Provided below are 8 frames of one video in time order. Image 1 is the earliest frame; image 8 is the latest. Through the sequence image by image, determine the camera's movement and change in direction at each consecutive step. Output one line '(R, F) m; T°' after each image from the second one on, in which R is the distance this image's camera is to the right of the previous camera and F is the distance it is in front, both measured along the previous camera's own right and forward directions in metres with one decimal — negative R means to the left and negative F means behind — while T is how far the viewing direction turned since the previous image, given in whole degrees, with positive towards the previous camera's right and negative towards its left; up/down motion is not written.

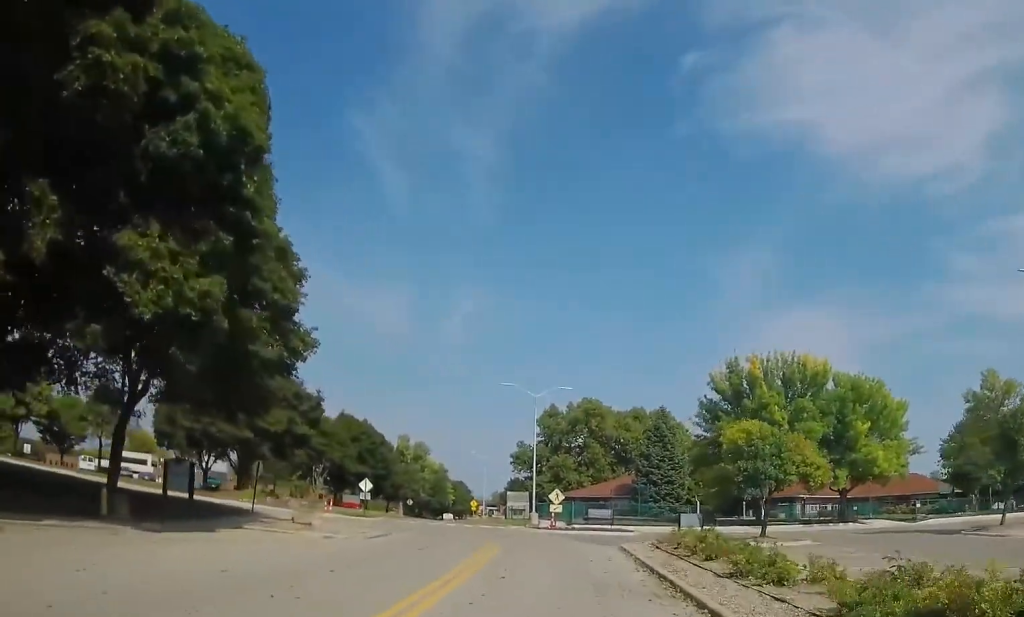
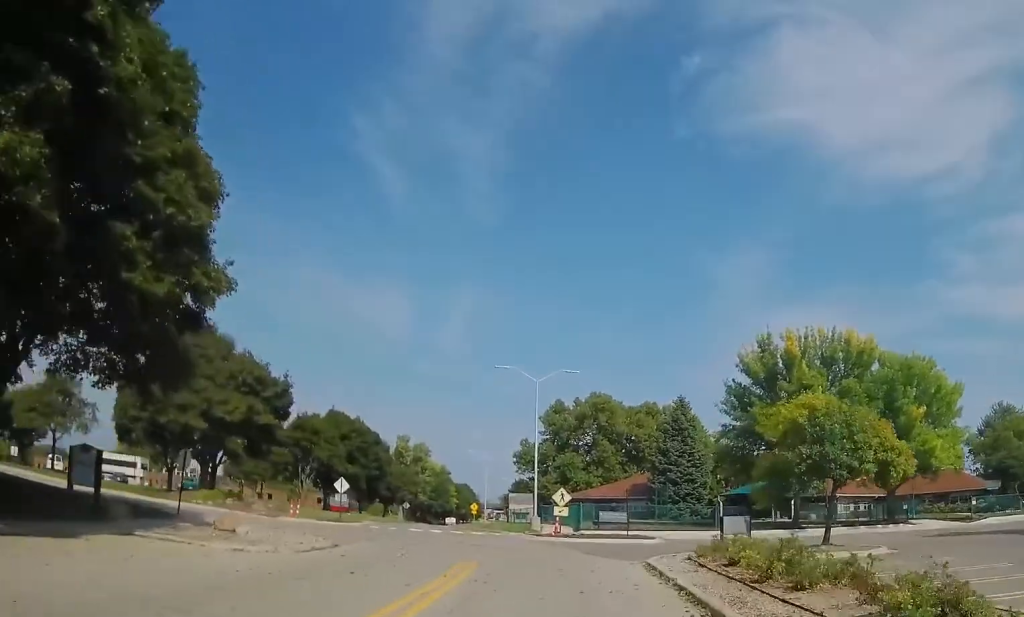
(+0.2, +7.4) m; -1°
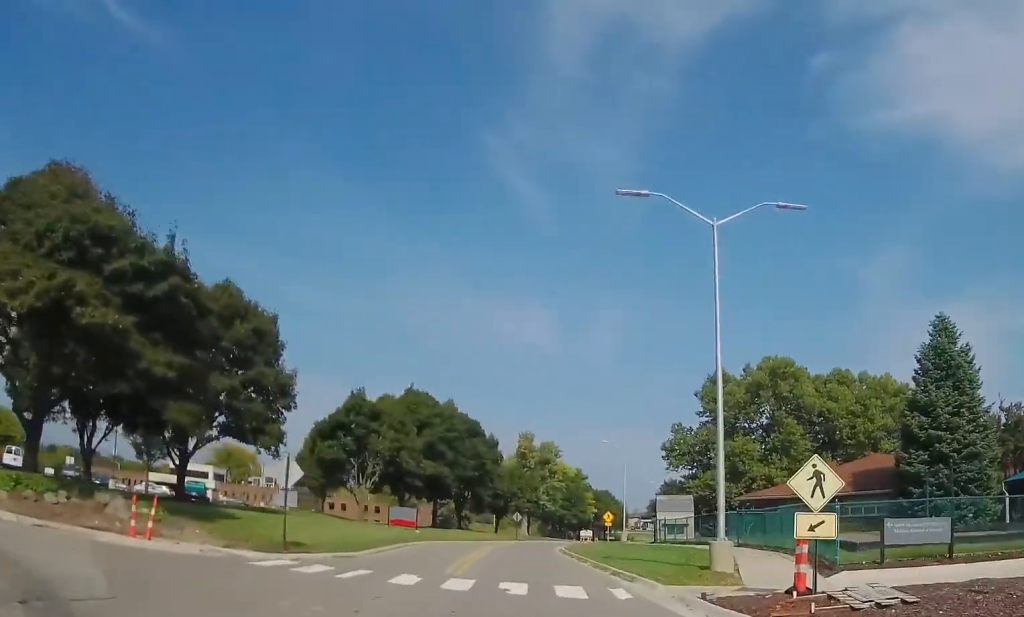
(-1.8, +26.4) m; -11°
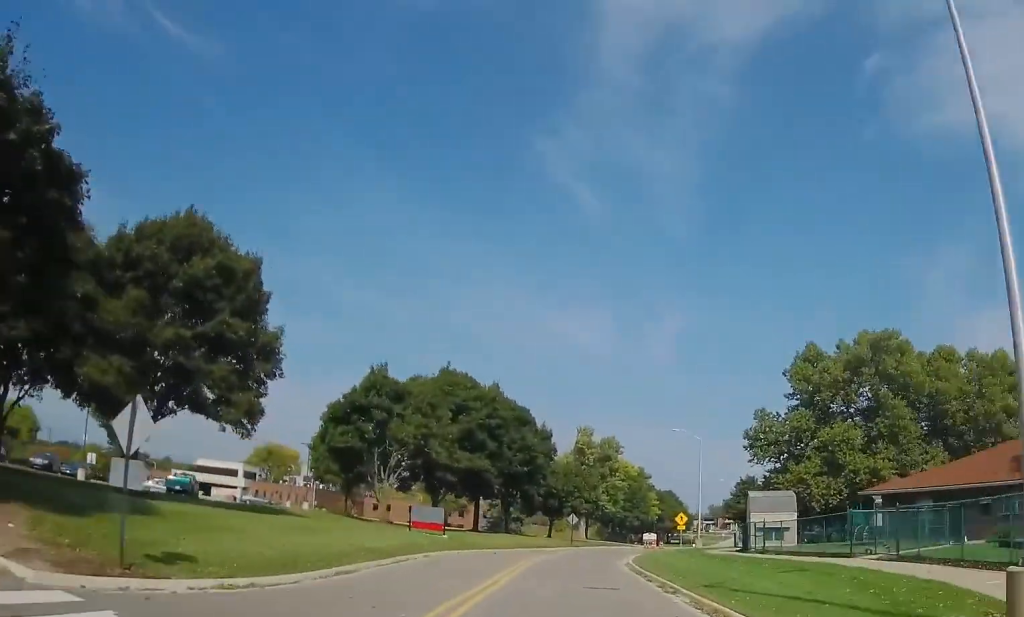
(-0.7, +11.1) m; -8°
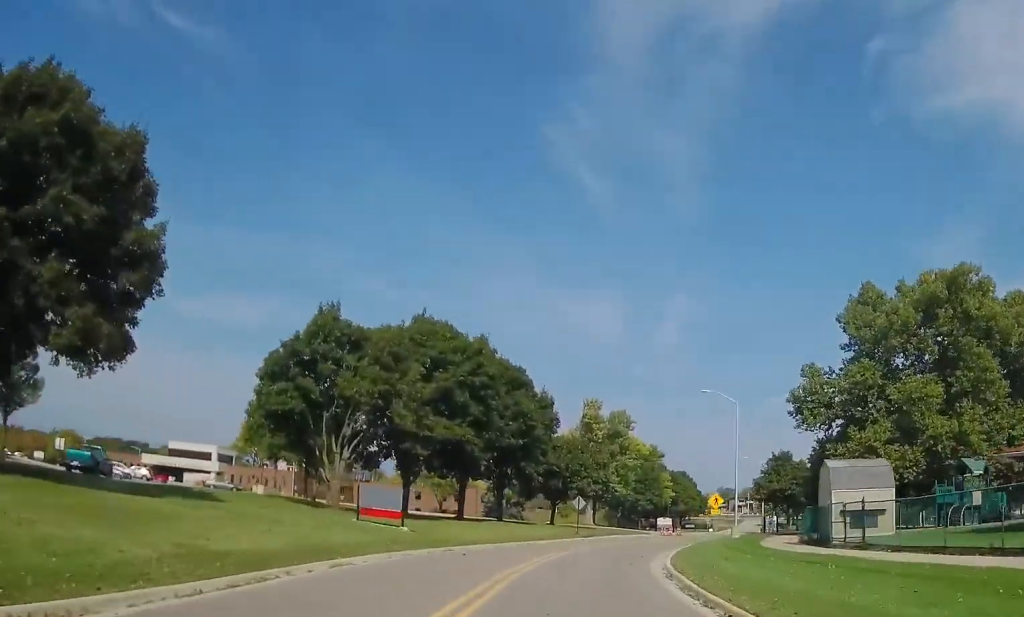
(-0.9, +11.9) m; -5°
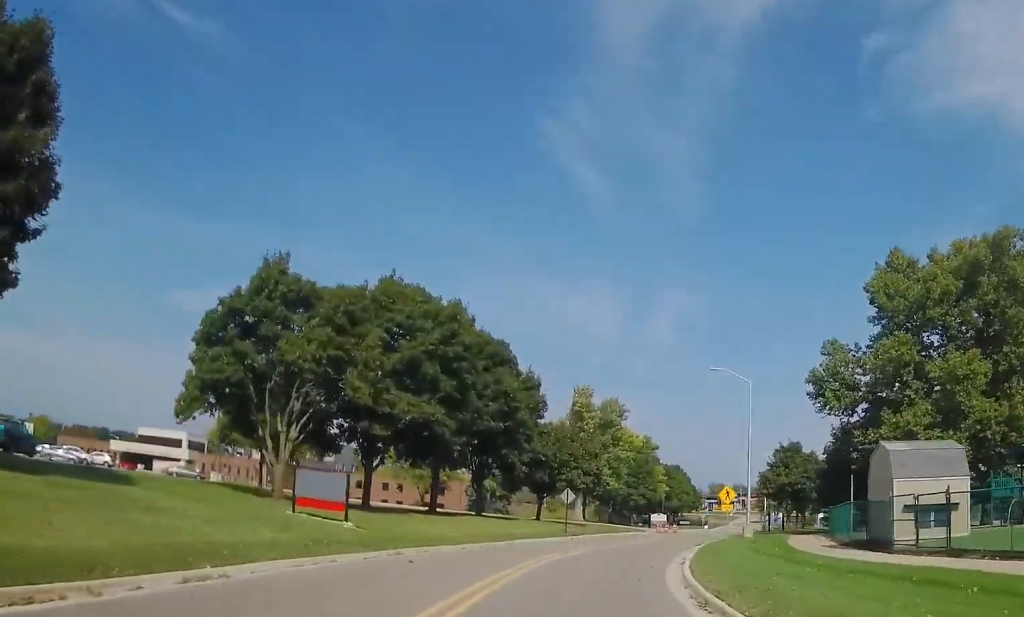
(-0.3, +6.5) m; 0°
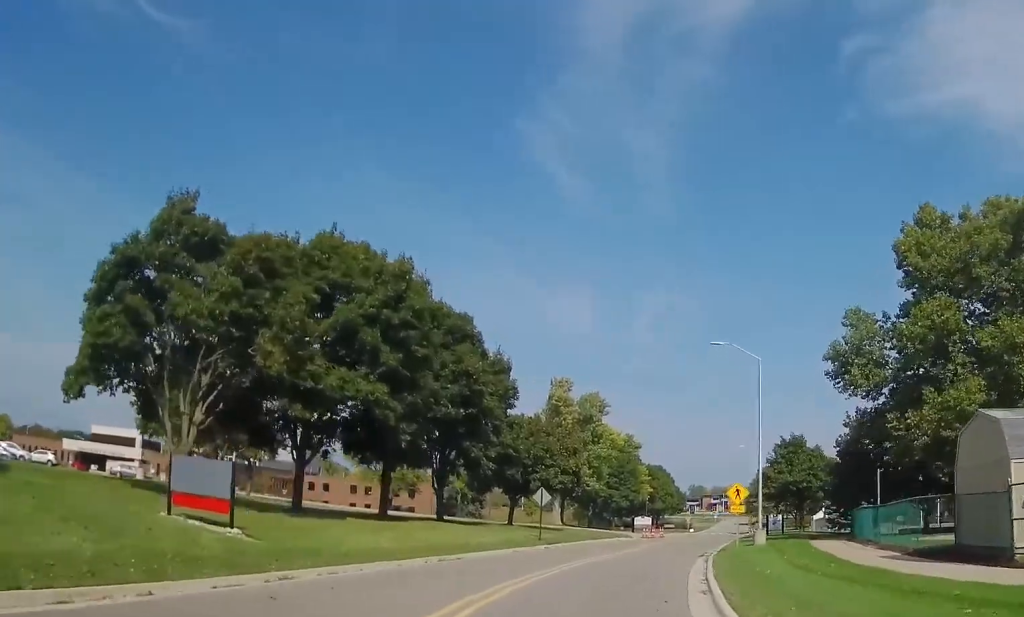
(+0.2, +7.2) m; +2°
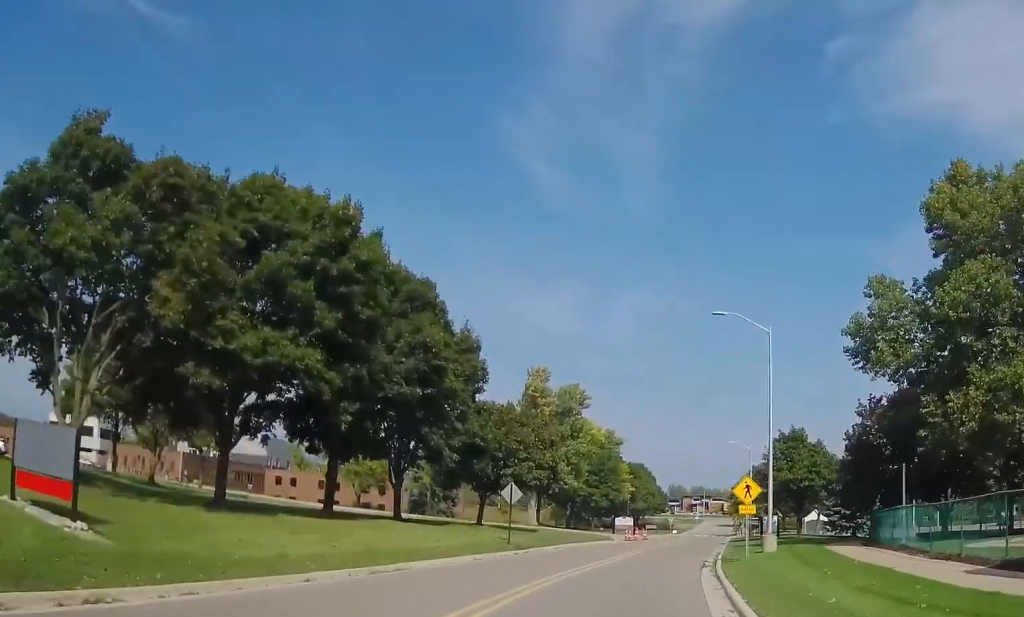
(0.0, +5.6) m; +2°
